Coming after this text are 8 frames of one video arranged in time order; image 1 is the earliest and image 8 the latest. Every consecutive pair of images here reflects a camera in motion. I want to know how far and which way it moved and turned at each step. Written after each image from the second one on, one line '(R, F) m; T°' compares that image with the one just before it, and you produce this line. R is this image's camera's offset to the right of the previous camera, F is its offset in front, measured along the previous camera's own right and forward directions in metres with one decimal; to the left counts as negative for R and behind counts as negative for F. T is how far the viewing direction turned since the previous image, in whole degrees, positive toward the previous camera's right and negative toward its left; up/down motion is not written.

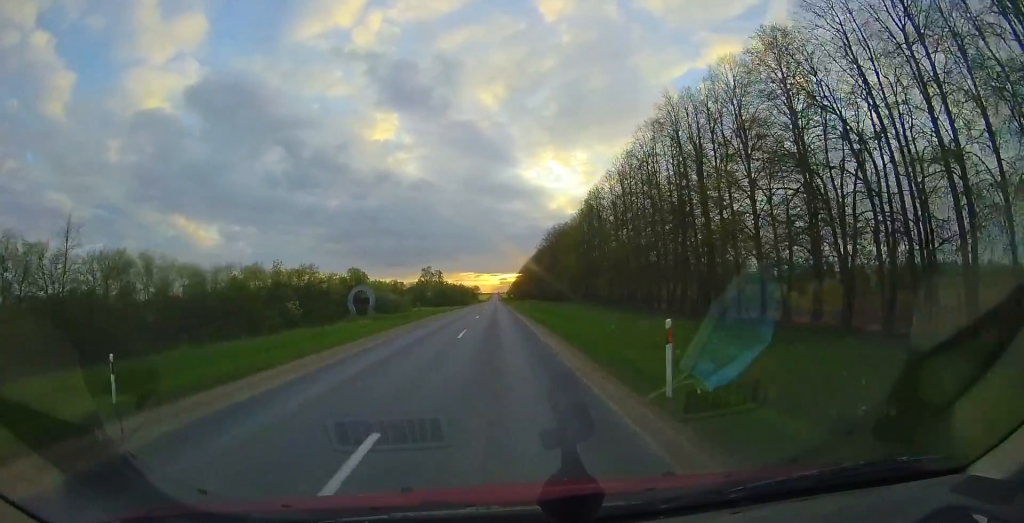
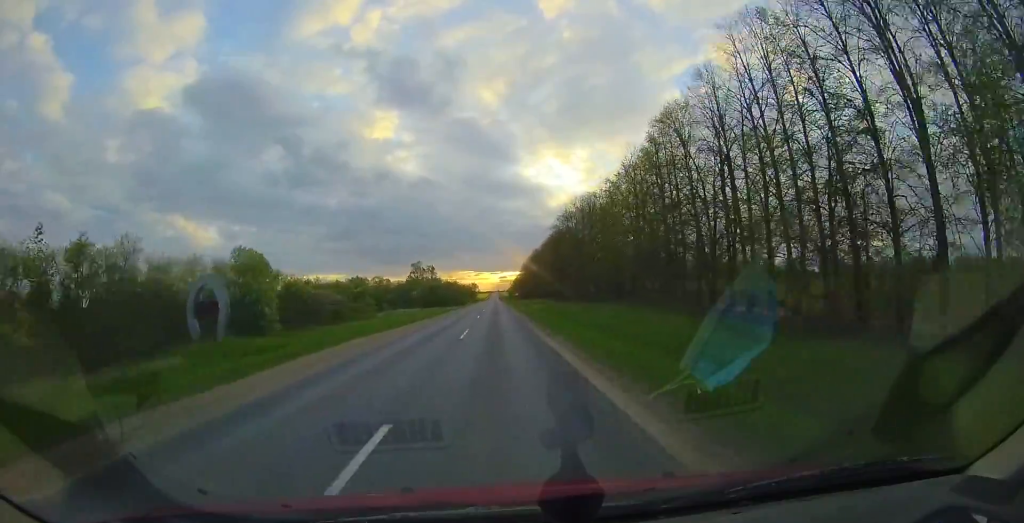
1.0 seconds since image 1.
(-0.3, +23.3) m; -1°
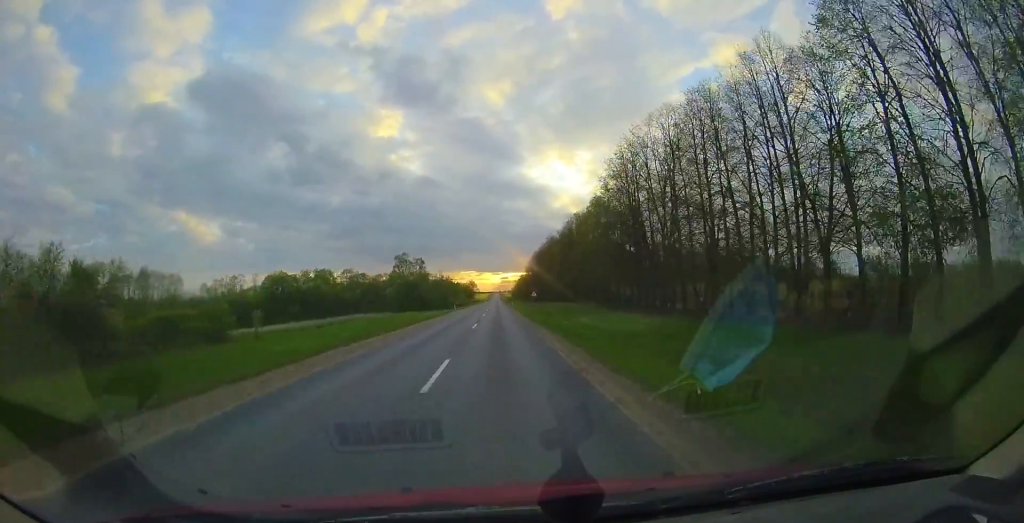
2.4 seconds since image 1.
(0.0, +31.5) m; 0°
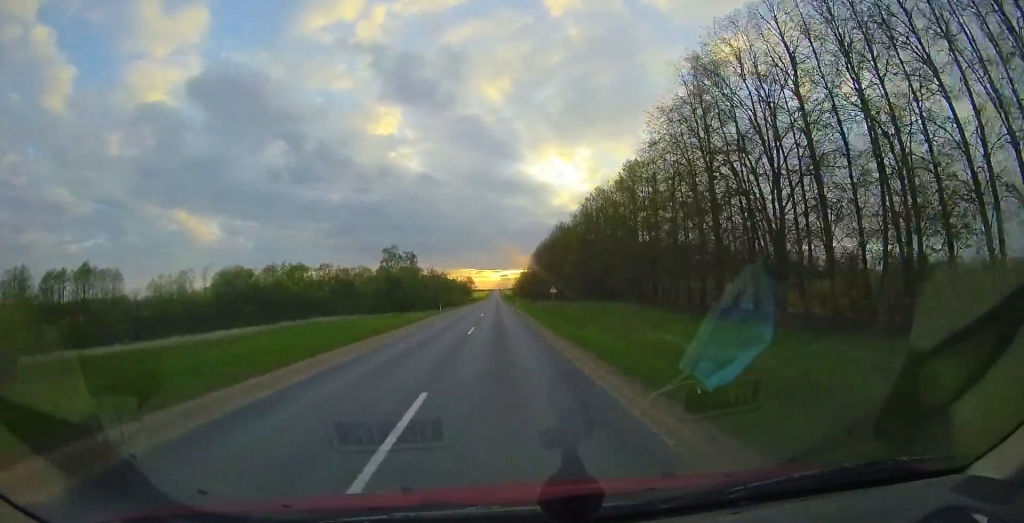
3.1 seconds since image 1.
(-0.1, +15.7) m; -1°
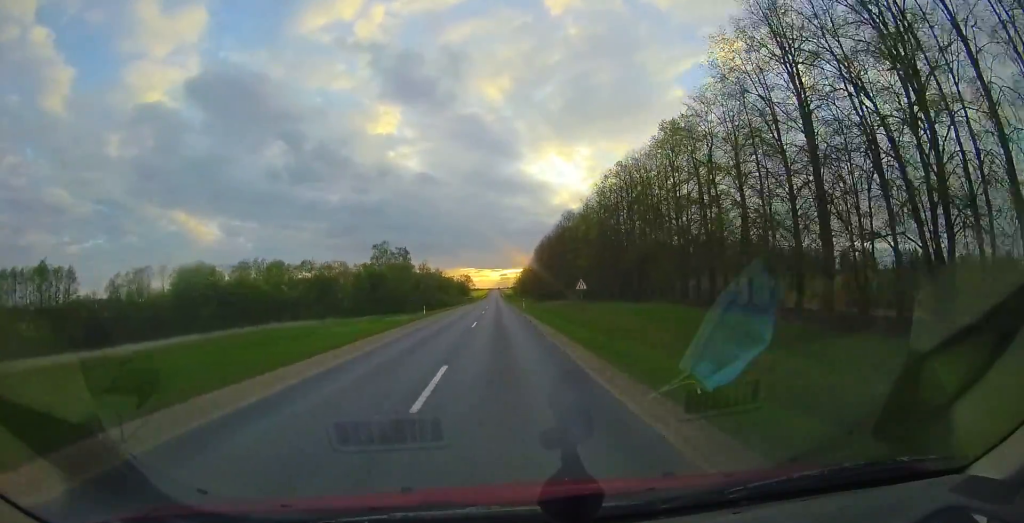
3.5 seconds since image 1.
(-0.1, +10.0) m; 0°
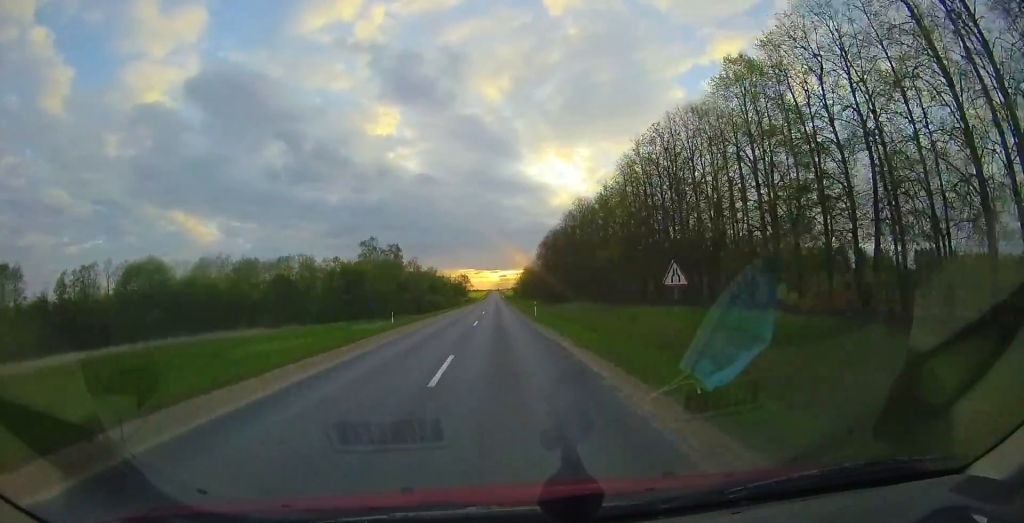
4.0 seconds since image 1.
(0.0, +10.8) m; 0°
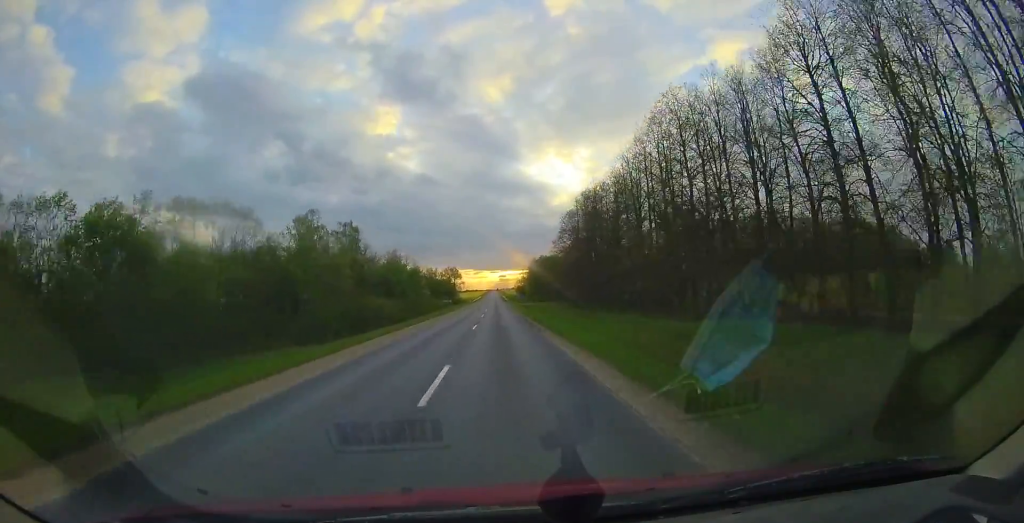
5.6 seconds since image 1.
(+0.2, +36.9) m; +1°
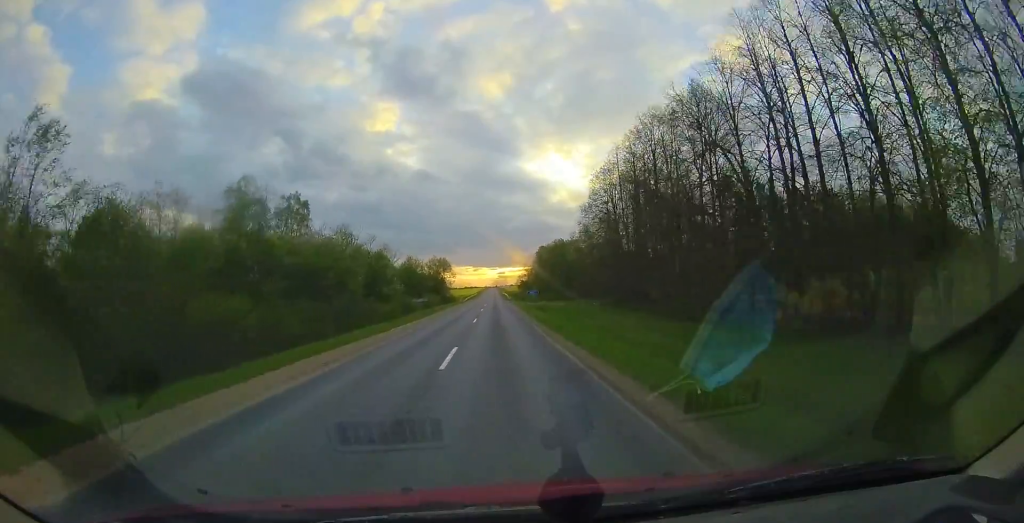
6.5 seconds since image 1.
(+0.2, +21.6) m; +1°
